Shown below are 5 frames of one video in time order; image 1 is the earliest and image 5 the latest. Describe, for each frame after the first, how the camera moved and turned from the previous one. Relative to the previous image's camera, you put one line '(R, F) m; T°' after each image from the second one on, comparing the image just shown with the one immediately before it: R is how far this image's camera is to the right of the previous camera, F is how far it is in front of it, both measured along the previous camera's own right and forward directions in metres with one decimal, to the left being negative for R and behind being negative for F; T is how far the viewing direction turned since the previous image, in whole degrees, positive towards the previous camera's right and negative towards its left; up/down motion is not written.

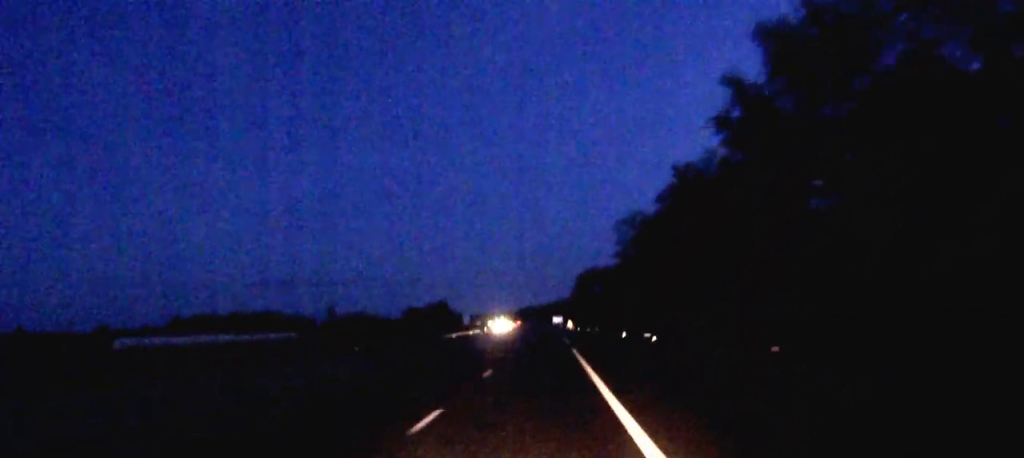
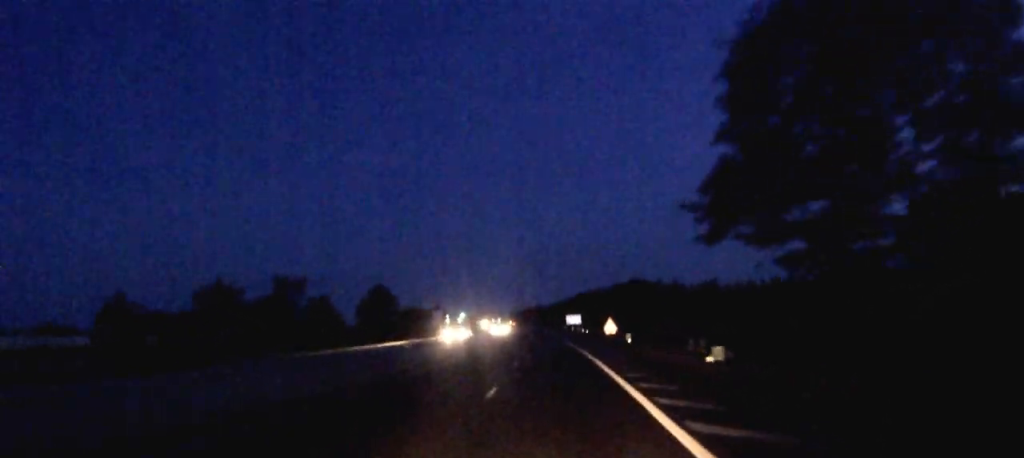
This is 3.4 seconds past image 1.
(-0.5, +97.7) m; -1°
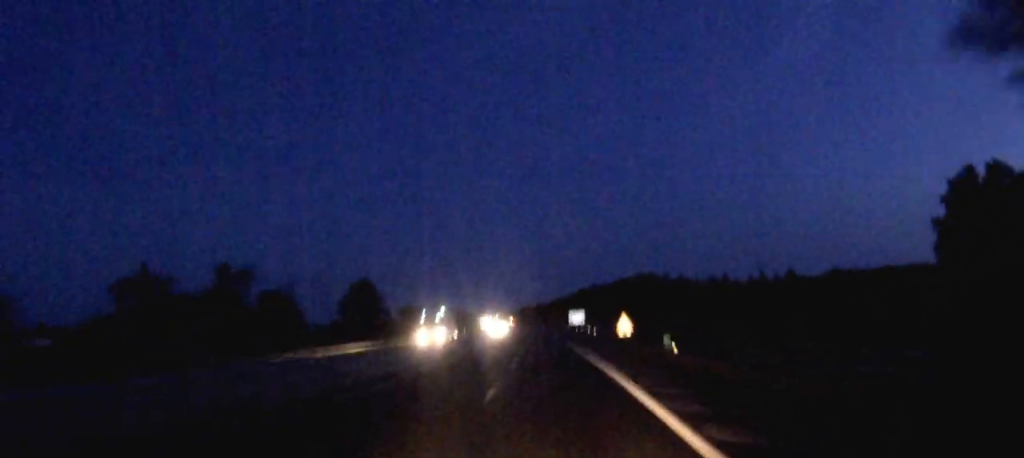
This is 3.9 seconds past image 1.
(-0.1, +13.2) m; 0°
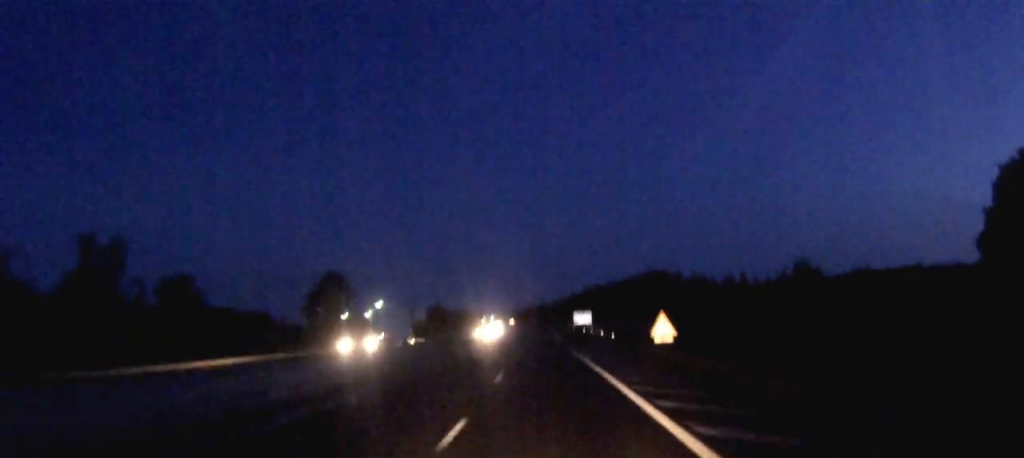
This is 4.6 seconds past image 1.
(-0.1, +19.8) m; -1°
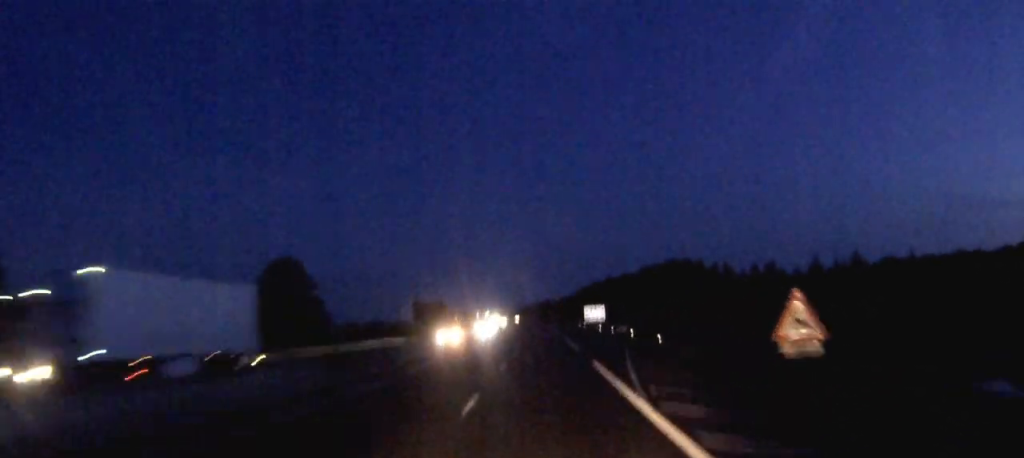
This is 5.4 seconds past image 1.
(-0.1, +21.7) m; 0°
